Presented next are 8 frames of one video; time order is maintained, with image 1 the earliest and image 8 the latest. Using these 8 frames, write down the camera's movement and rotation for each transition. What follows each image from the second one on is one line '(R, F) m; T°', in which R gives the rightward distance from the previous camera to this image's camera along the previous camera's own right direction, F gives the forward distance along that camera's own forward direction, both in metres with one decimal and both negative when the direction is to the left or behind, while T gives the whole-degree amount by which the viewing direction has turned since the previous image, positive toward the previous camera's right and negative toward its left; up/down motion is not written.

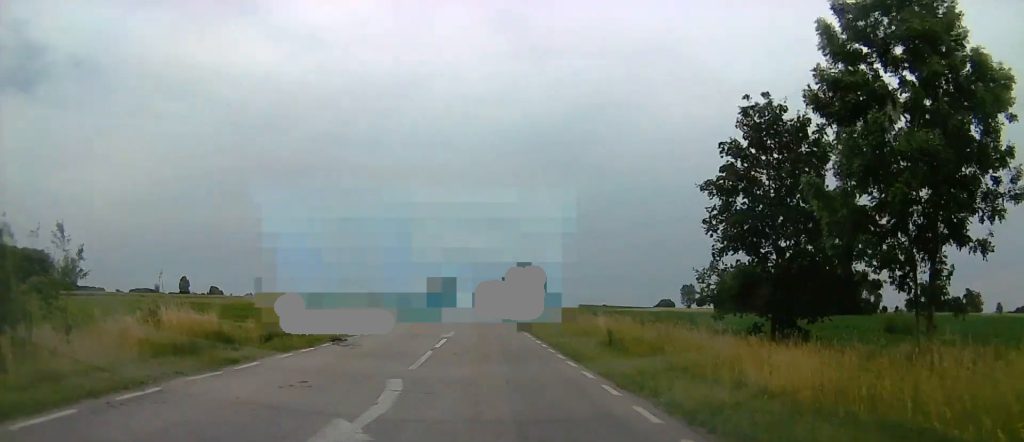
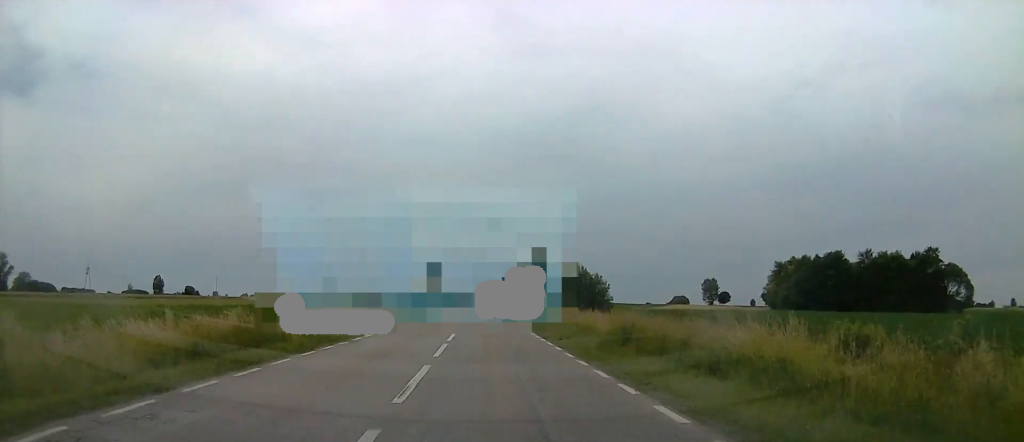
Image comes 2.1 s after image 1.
(-0.3, +50.6) m; 0°
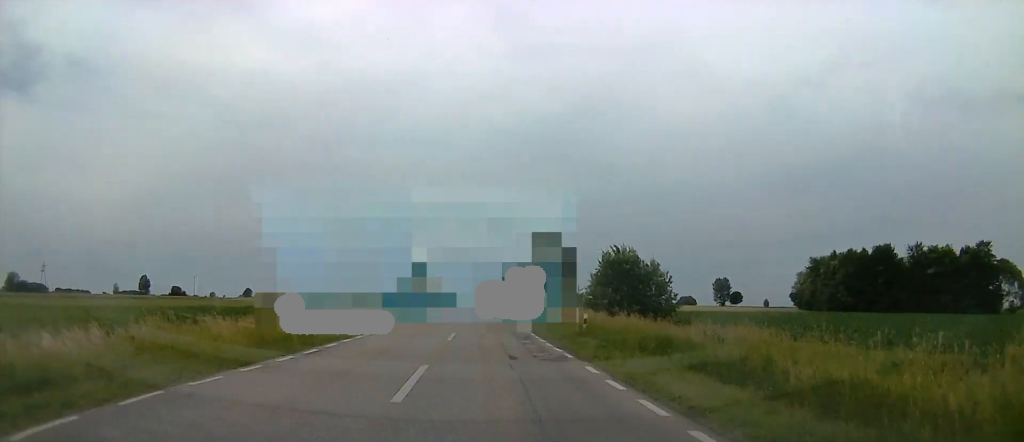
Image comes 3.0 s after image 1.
(+0.3, +23.4) m; +1°
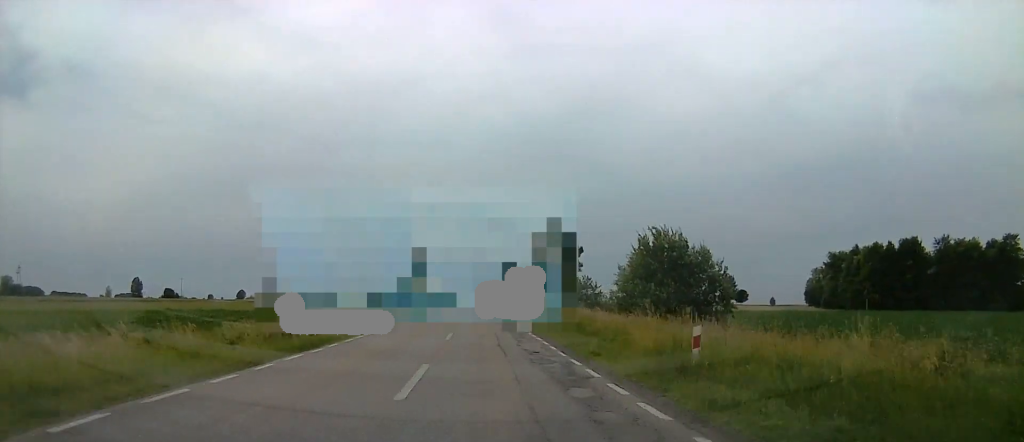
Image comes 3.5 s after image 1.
(+0.1, +11.2) m; 0°
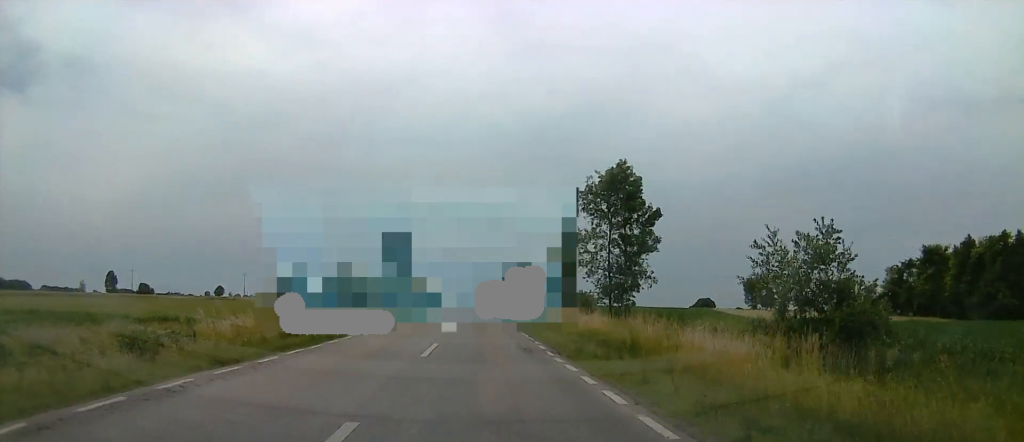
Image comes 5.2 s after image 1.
(+0.2, +40.9) m; +1°
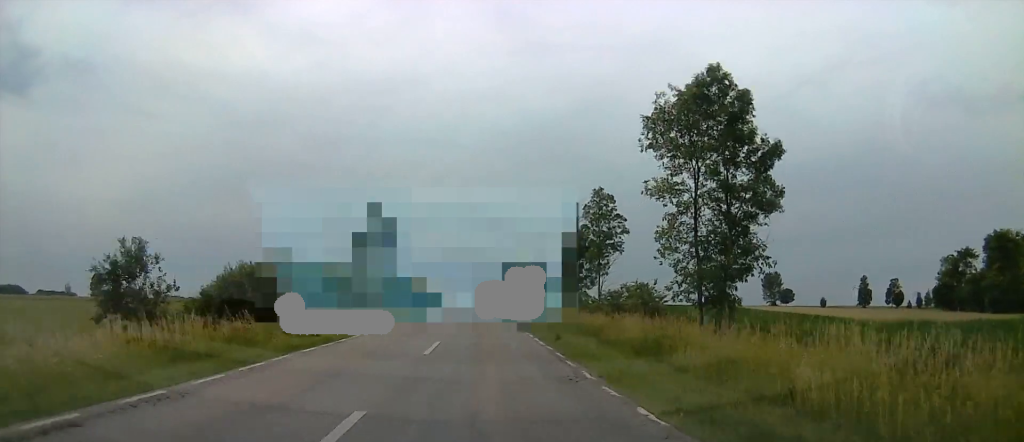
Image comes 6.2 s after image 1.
(0.0, +22.9) m; 0°
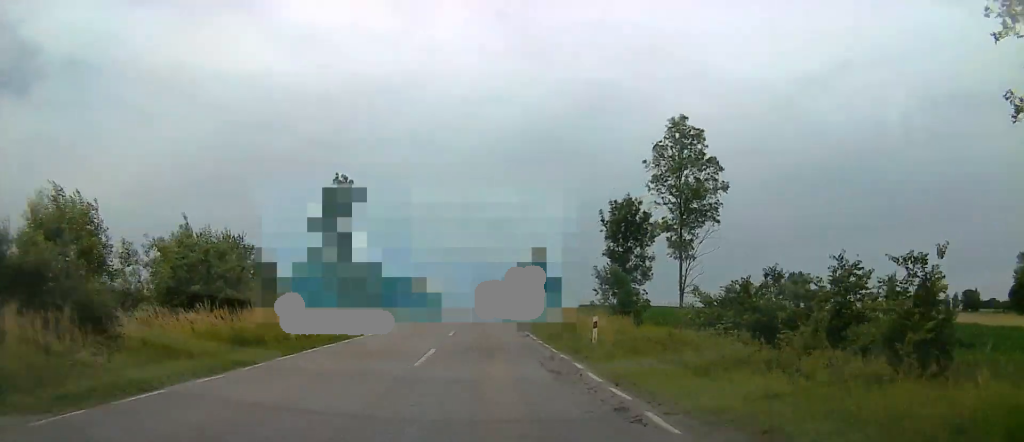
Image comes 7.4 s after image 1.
(0.0, +26.3) m; 0°
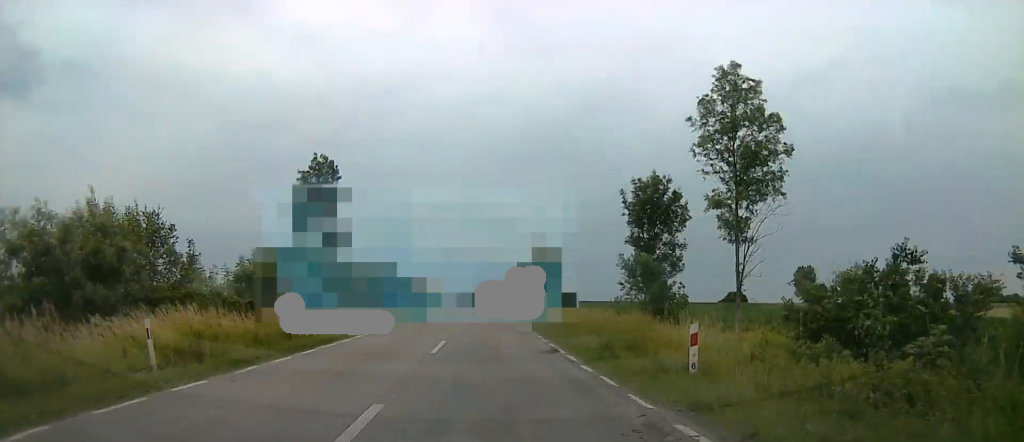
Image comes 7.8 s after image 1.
(0.0, +8.9) m; -1°
